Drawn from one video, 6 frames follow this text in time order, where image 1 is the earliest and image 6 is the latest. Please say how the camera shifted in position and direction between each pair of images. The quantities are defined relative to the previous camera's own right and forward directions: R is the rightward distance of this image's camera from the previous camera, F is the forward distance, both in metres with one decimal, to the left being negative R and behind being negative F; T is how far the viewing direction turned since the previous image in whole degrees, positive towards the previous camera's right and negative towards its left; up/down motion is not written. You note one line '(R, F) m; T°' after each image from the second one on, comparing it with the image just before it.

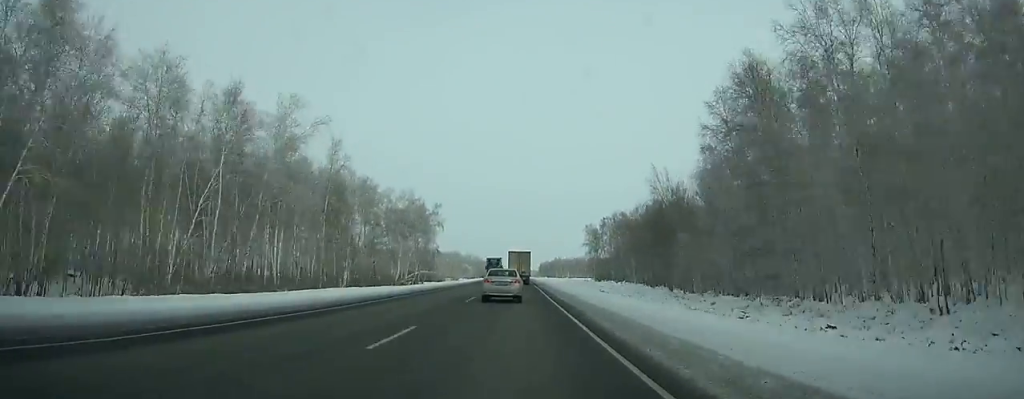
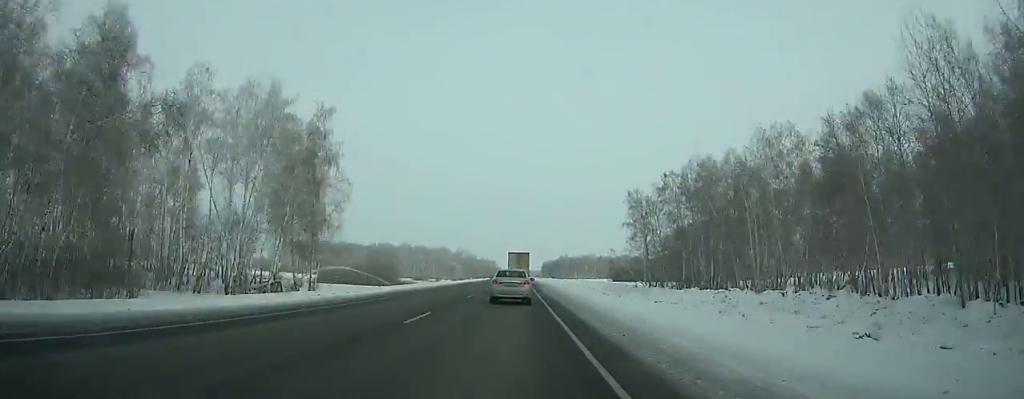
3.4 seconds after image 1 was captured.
(0.0, +74.3) m; 0°
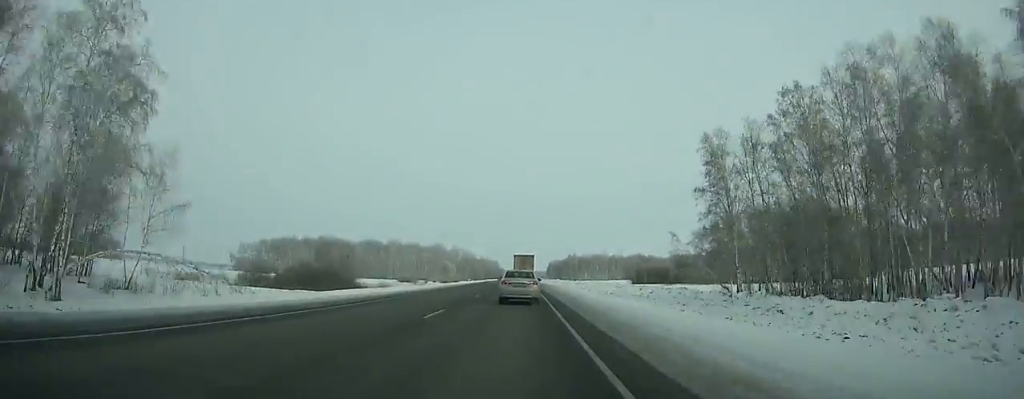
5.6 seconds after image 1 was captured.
(-0.2, +47.7) m; 0°
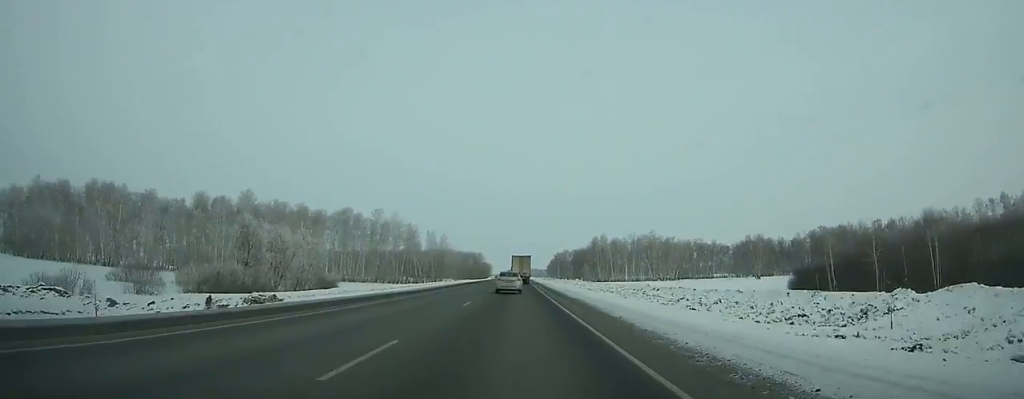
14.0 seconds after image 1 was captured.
(-0.3, +190.0) m; 0°
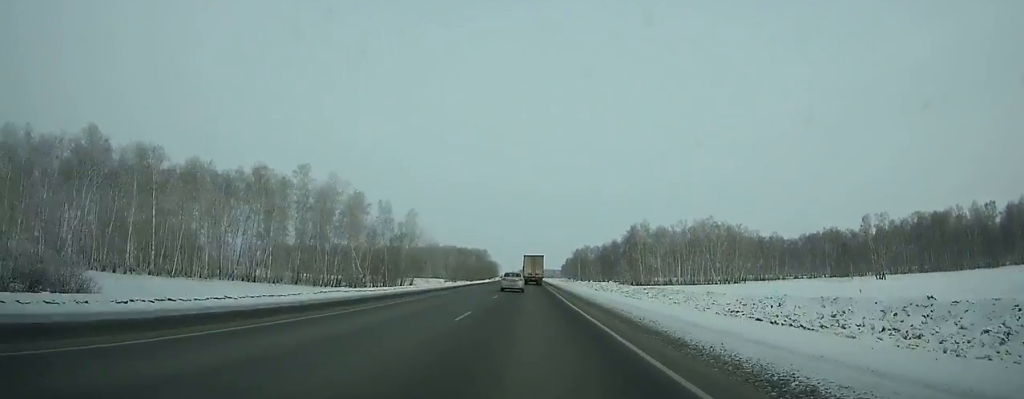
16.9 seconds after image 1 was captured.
(0.0, +71.7) m; 0°
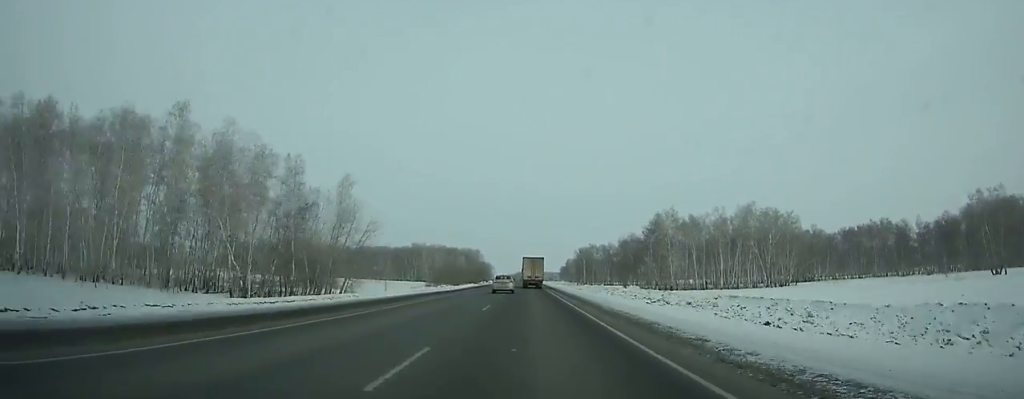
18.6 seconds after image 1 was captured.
(0.0, +43.4) m; 0°
